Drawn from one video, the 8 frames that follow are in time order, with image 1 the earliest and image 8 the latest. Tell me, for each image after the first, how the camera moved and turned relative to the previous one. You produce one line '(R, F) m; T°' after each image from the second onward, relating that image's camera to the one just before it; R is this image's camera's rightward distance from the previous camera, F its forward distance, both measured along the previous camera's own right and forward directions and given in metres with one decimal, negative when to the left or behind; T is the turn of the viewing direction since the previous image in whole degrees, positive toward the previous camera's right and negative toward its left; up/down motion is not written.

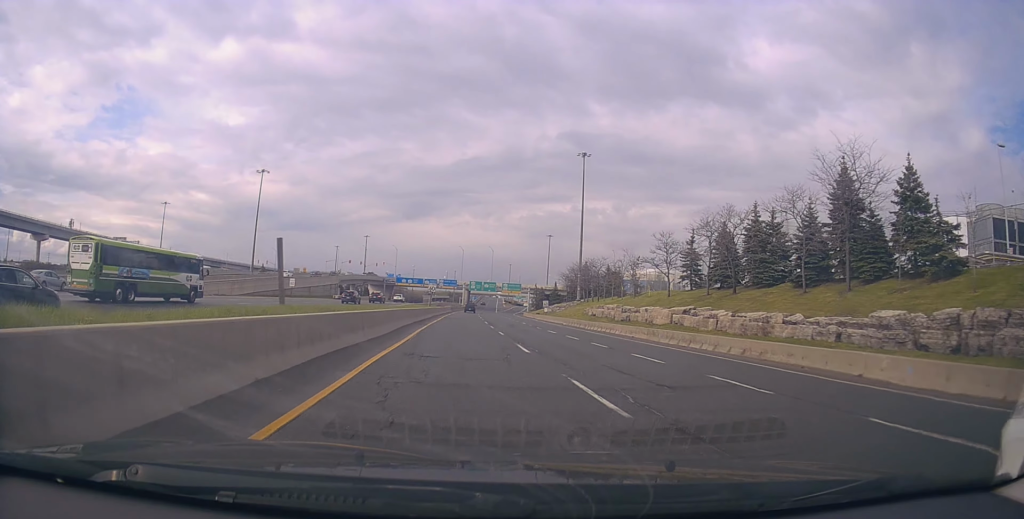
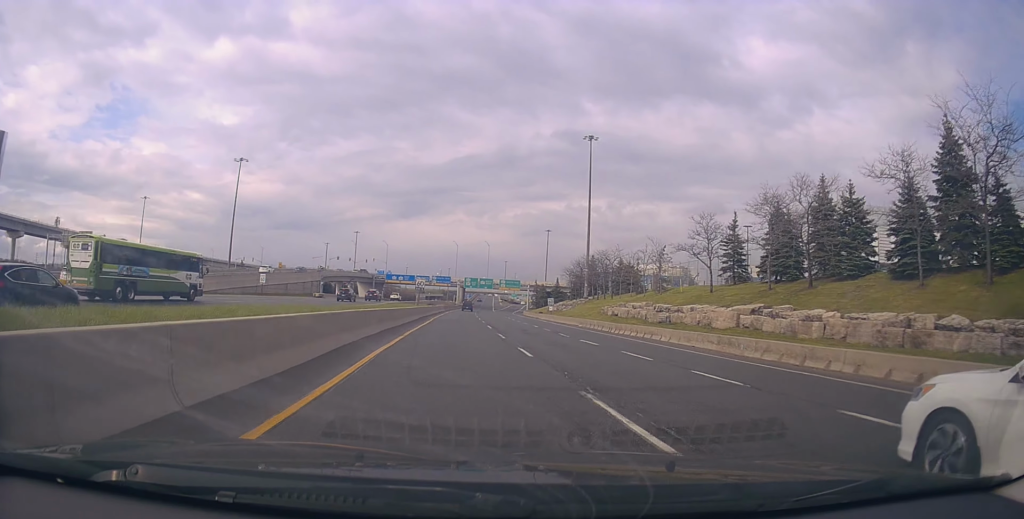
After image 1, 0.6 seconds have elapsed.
(0.0, +11.4) m; +1°
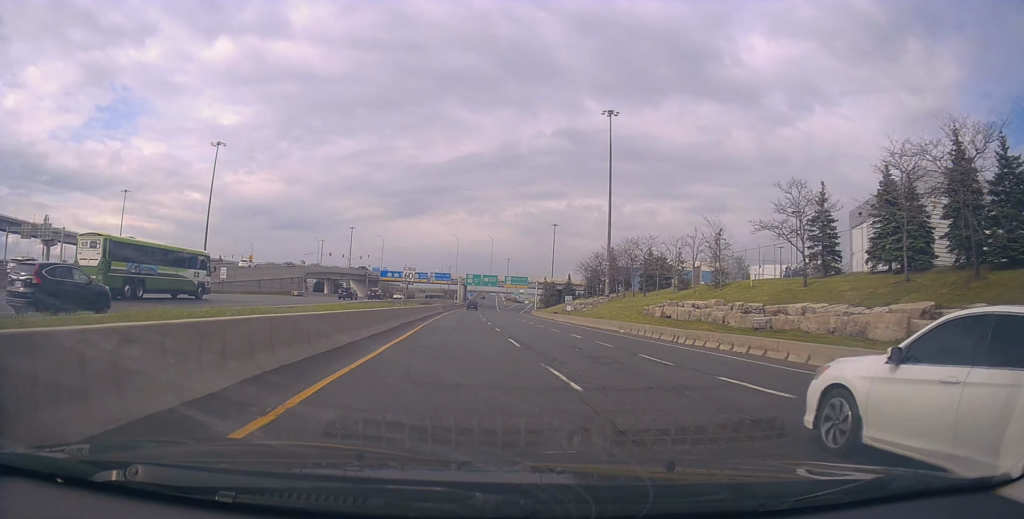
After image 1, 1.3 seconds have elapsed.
(+0.1, +13.8) m; 0°
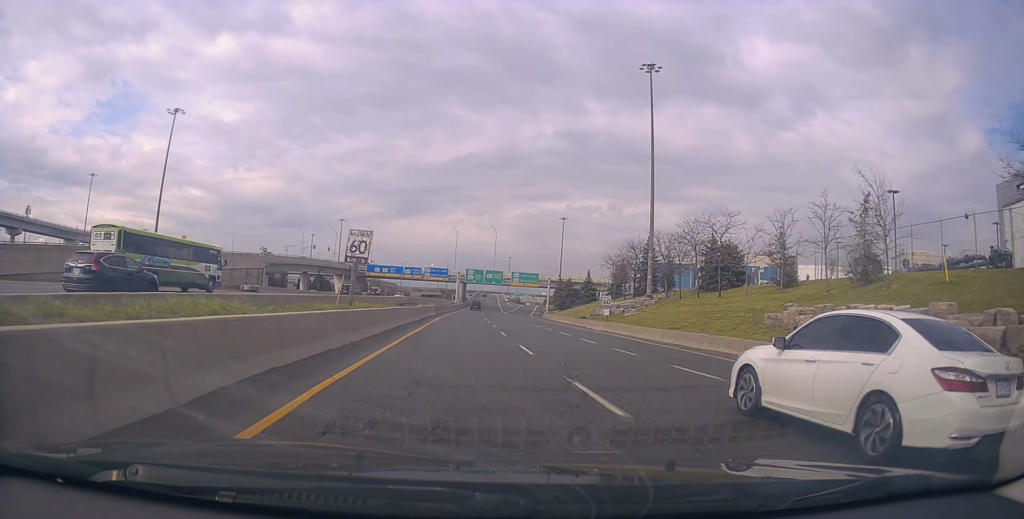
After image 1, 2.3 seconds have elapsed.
(-0.2, +19.9) m; -1°
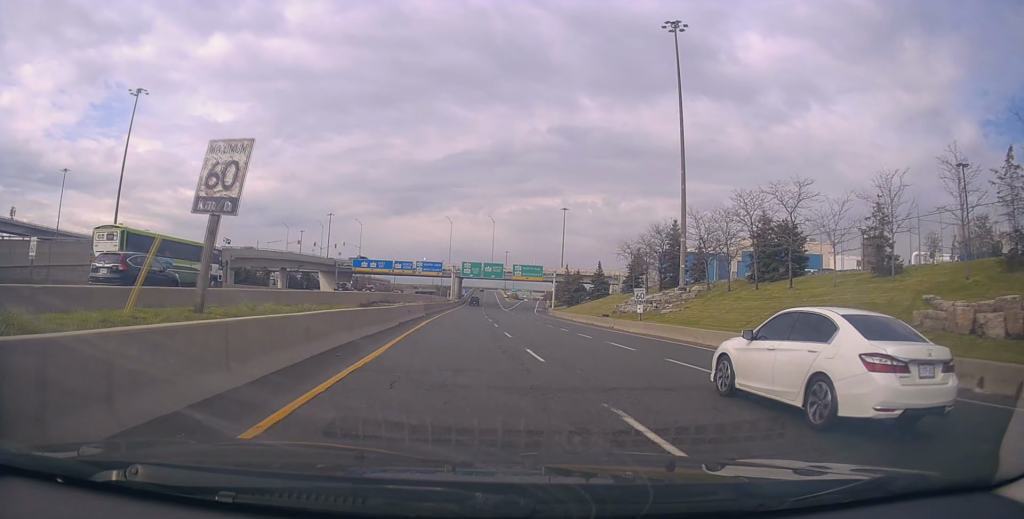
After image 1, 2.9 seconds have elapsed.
(-0.2, +11.8) m; 0°
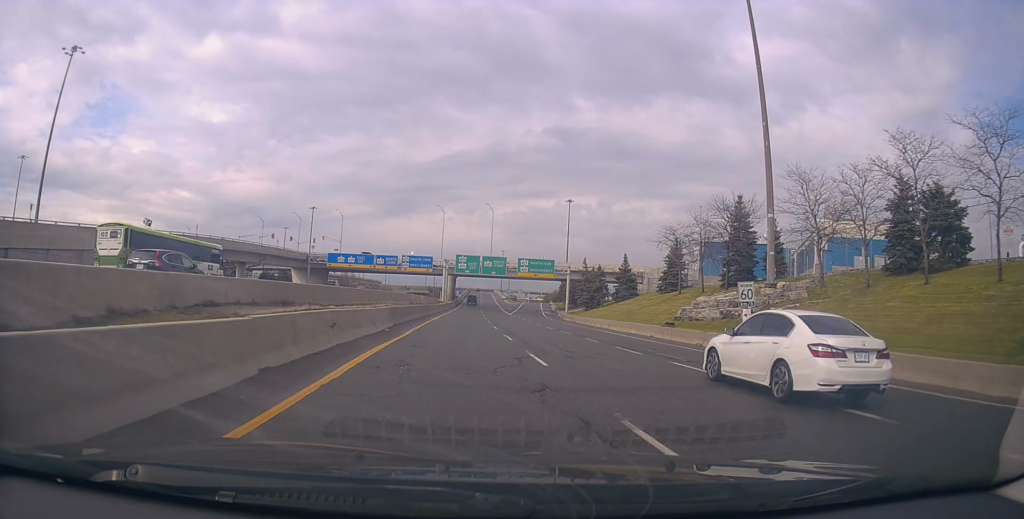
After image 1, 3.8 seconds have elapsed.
(+0.3, +18.6) m; +1°
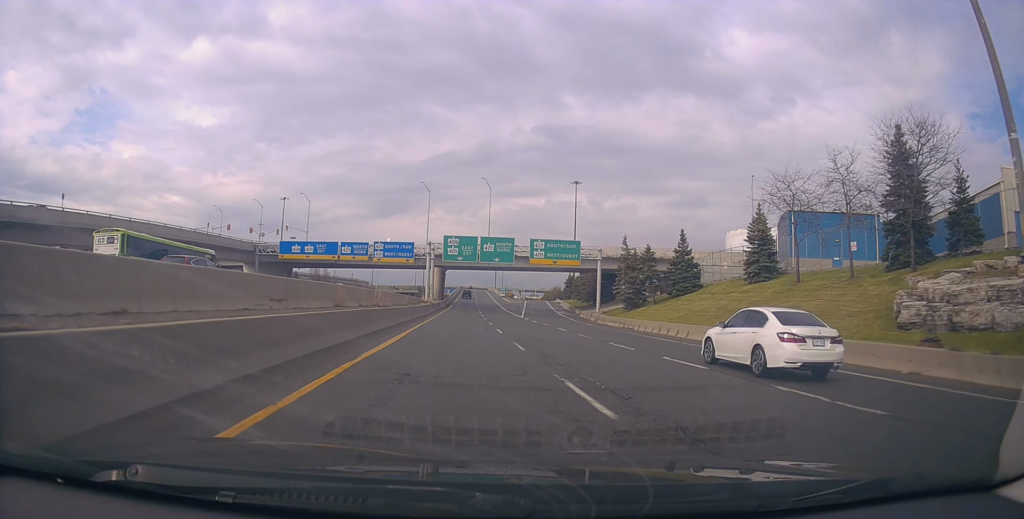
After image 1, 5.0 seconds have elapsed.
(+0.2, +23.1) m; +1°
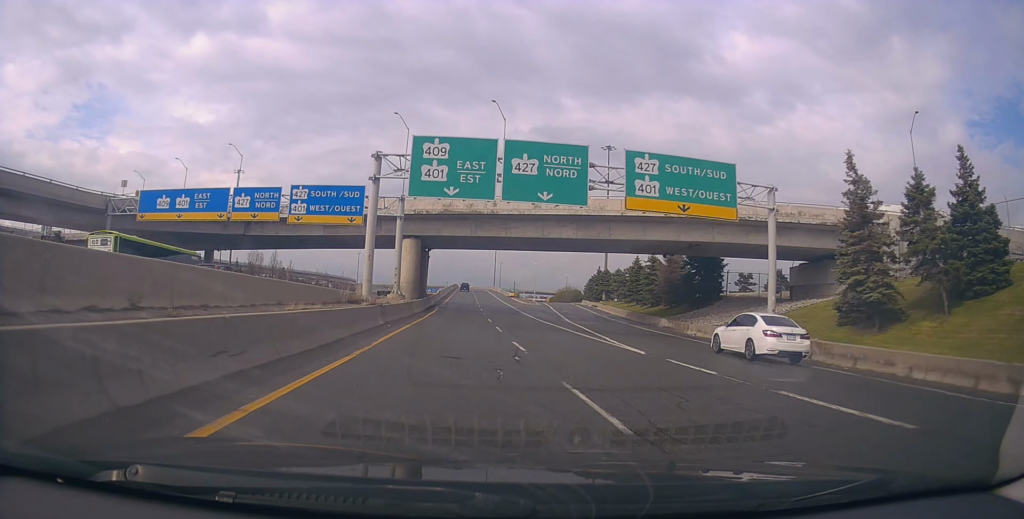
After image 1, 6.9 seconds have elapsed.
(+0.7, +36.9) m; +1°
